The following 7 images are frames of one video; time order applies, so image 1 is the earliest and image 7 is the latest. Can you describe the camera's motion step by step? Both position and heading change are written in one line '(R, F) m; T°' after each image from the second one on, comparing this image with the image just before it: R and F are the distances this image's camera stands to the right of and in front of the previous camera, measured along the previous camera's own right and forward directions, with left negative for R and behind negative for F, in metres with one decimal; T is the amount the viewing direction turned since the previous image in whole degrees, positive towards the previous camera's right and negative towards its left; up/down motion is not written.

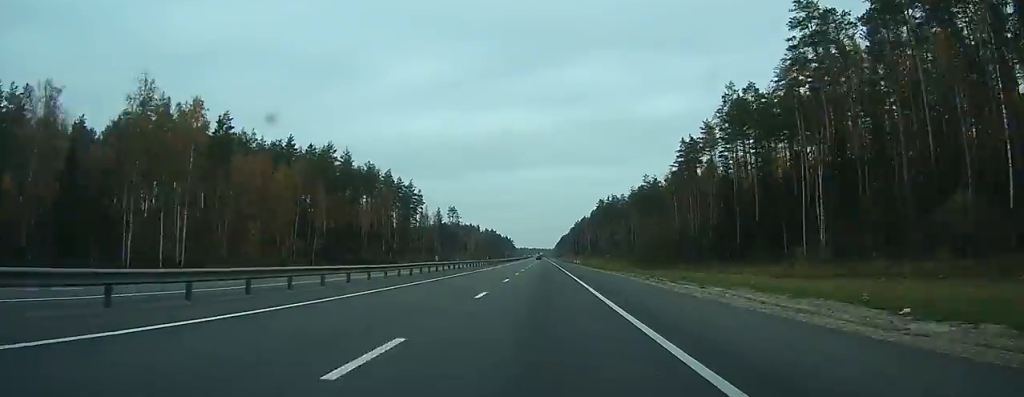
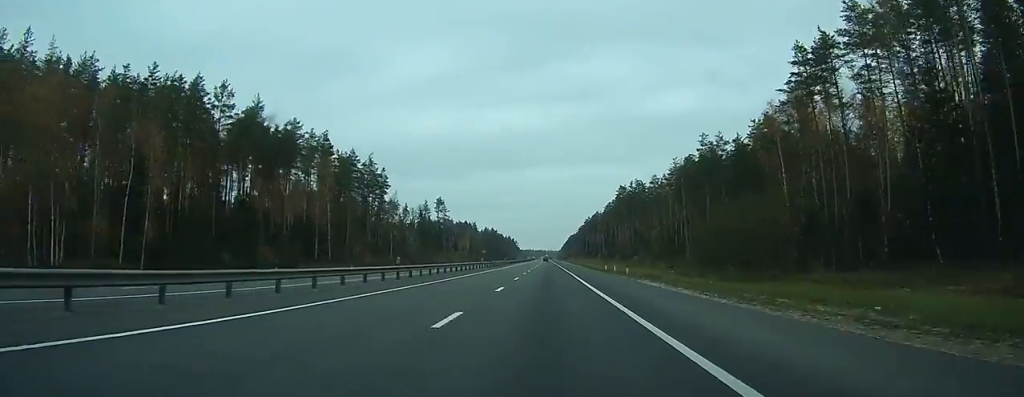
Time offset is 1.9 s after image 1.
(-0.6, +55.4) m; -1°
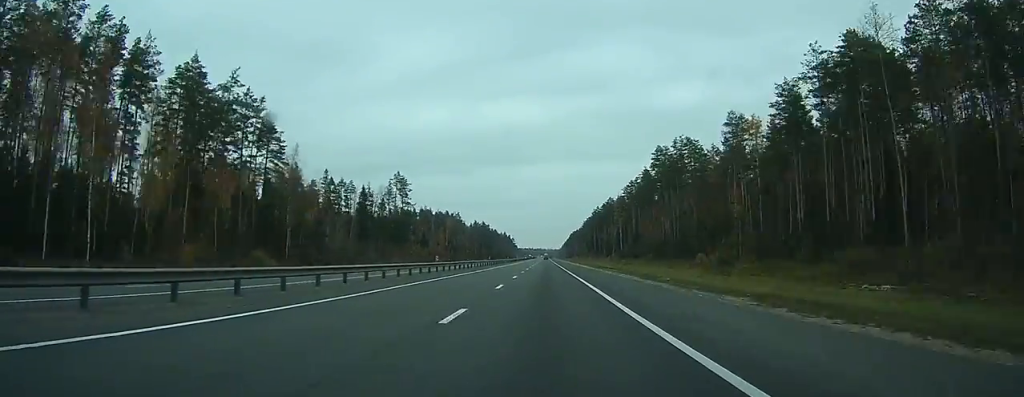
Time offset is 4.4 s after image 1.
(-0.3, +73.5) m; 0°
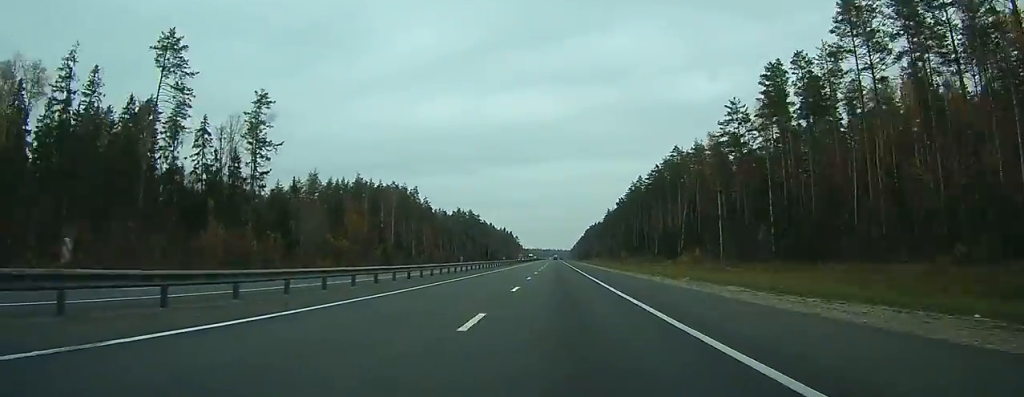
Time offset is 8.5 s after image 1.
(-0.8, +125.8) m; -1°
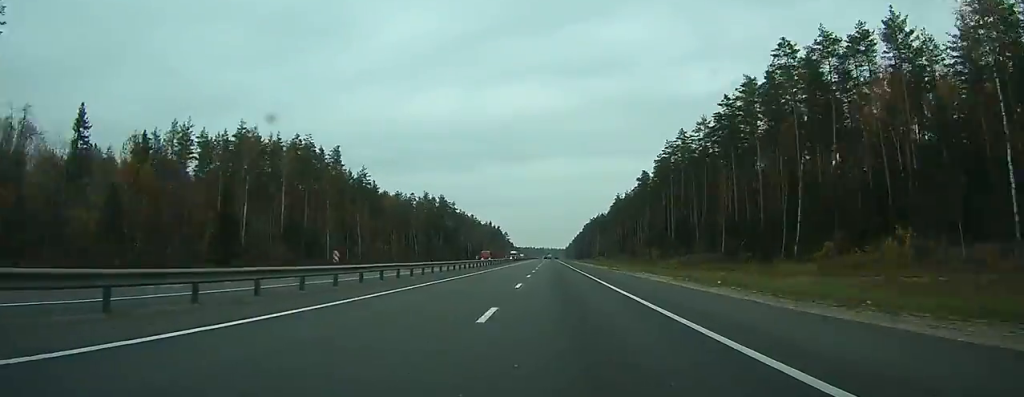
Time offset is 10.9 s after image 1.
(0.0, +77.5) m; 0°
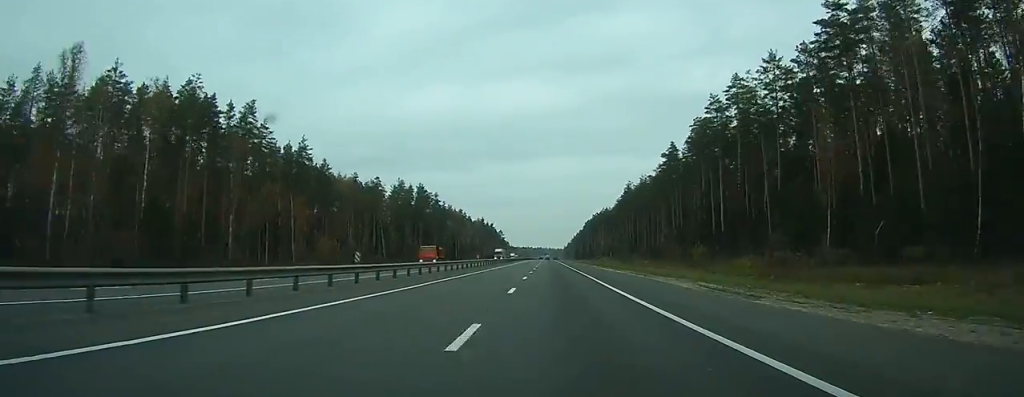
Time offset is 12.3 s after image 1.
(0.0, +41.5) m; 0°
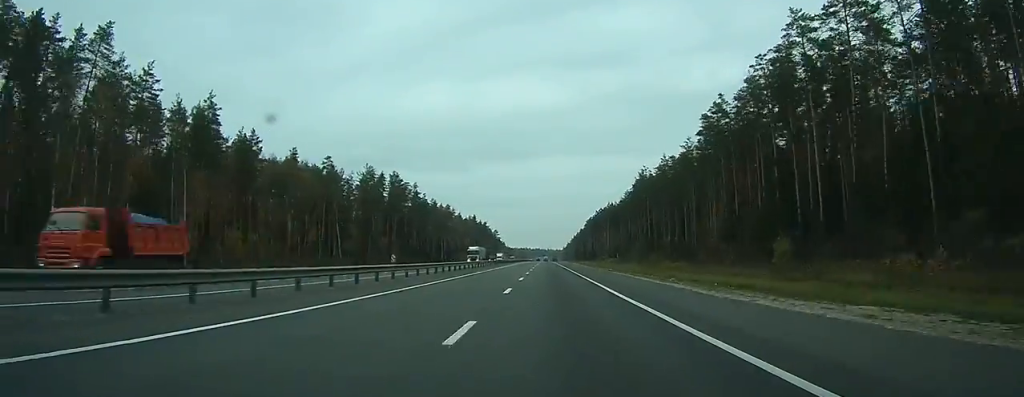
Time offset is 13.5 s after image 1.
(+0.2, +35.1) m; 0°
